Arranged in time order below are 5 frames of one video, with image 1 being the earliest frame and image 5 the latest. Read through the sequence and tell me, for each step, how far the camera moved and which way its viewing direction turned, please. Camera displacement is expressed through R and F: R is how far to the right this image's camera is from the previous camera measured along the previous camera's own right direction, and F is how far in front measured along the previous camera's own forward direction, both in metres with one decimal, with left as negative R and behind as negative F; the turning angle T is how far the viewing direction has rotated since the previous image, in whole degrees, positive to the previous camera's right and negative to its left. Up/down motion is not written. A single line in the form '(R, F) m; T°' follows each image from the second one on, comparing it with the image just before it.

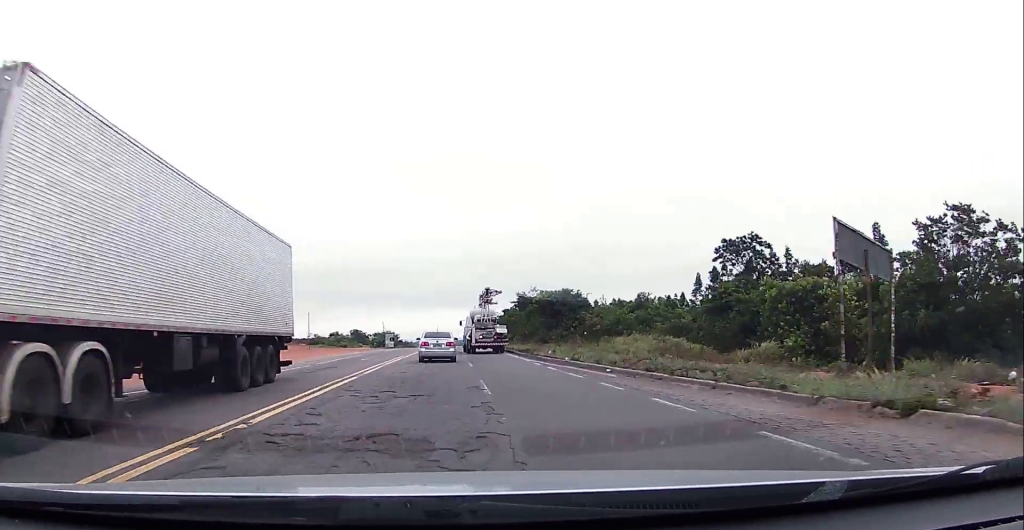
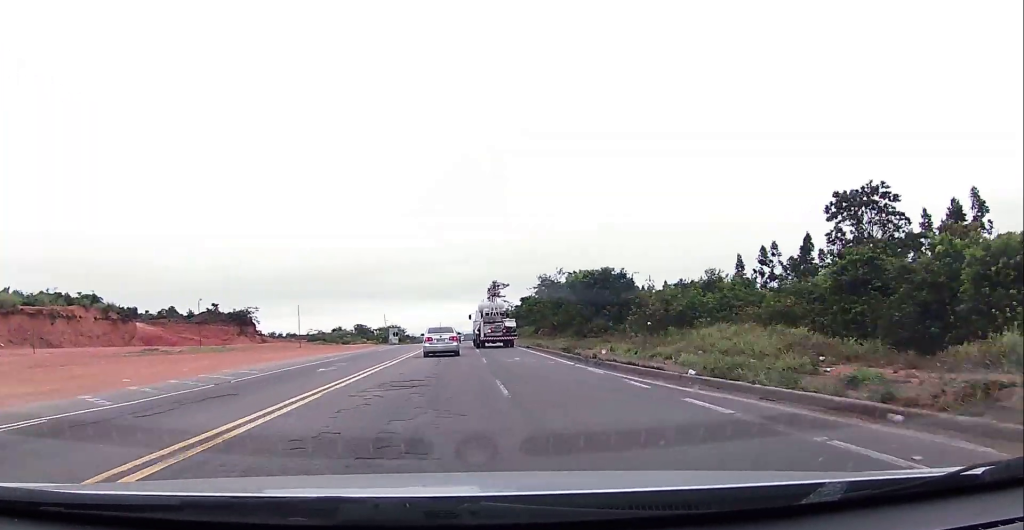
(-0.2, +13.5) m; 0°
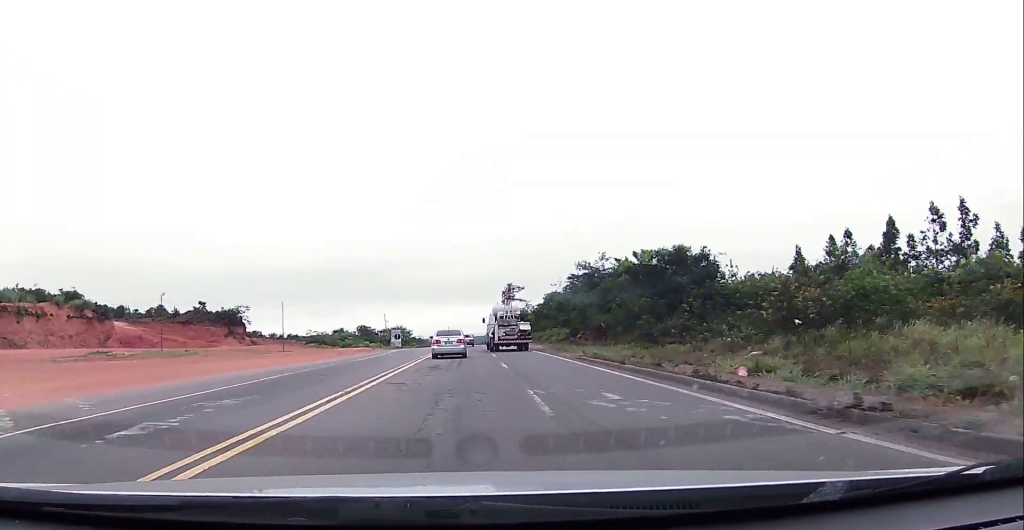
(+0.5, +14.2) m; +1°
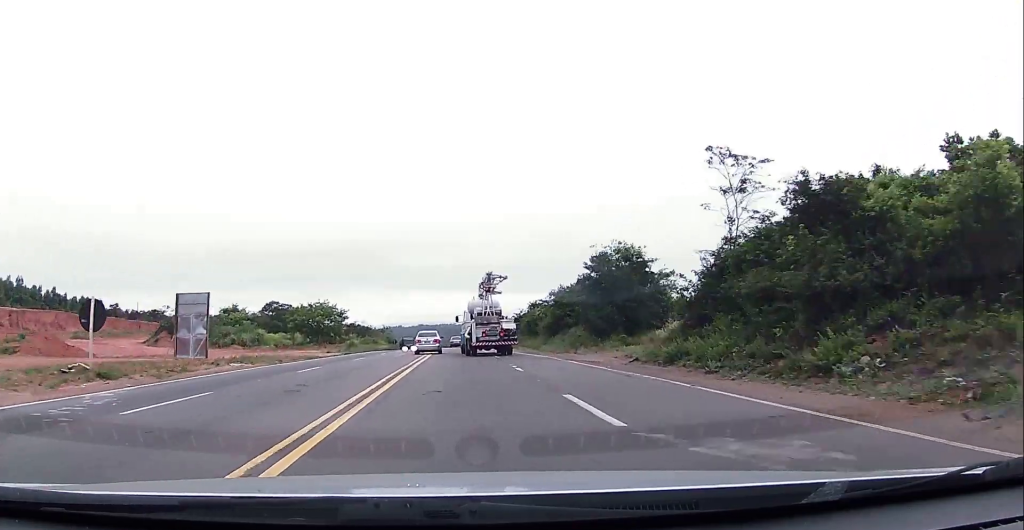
(-1.4, +85.0) m; 0°
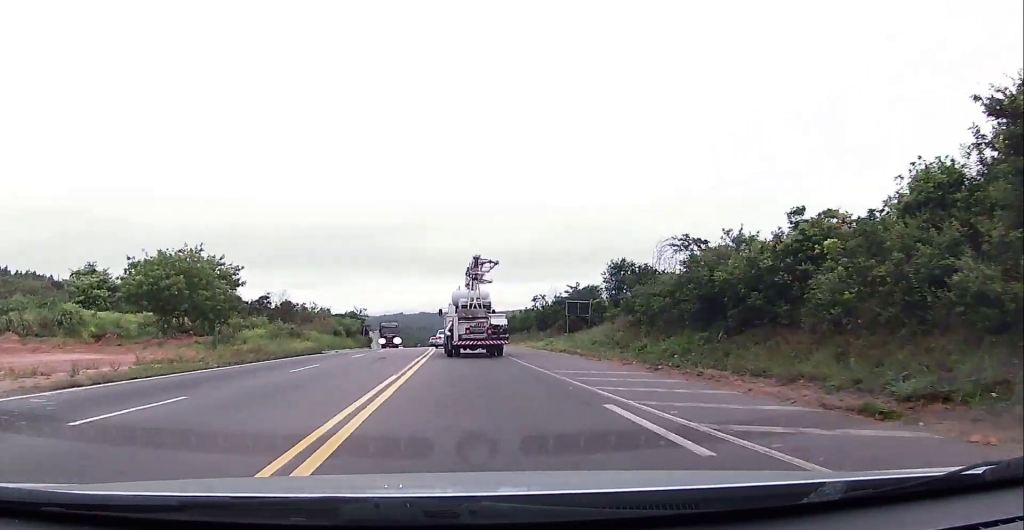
(-0.1, +50.2) m; -2°
